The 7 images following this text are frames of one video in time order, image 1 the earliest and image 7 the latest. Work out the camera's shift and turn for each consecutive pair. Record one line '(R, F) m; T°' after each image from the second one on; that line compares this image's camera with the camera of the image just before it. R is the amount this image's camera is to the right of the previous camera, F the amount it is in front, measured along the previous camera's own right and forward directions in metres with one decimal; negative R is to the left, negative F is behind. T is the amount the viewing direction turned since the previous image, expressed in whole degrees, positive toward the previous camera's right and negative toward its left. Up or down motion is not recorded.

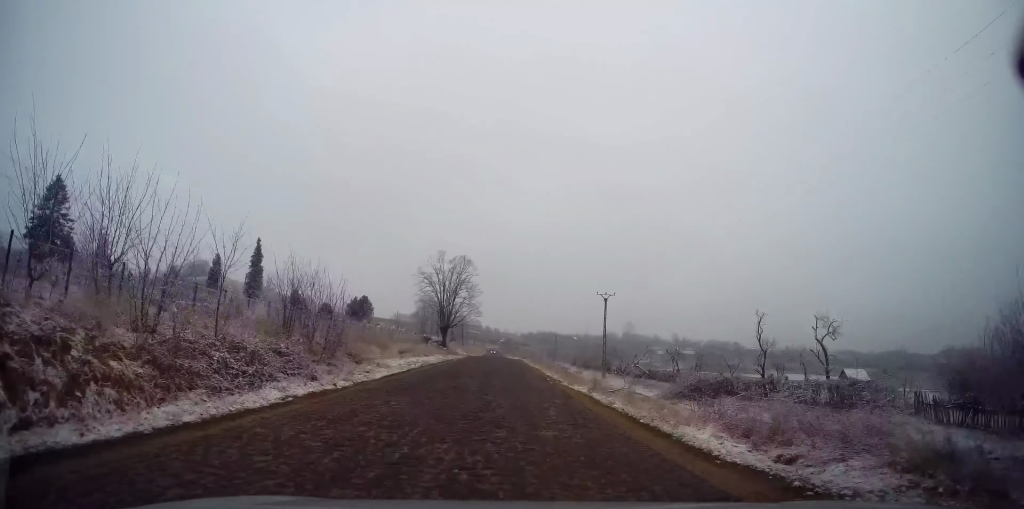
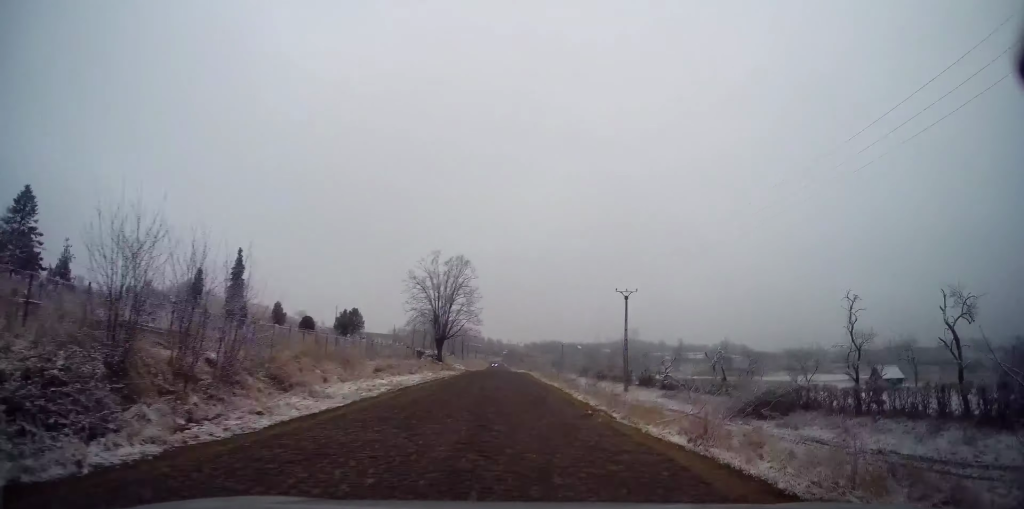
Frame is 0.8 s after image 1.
(+0.2, +9.7) m; +1°
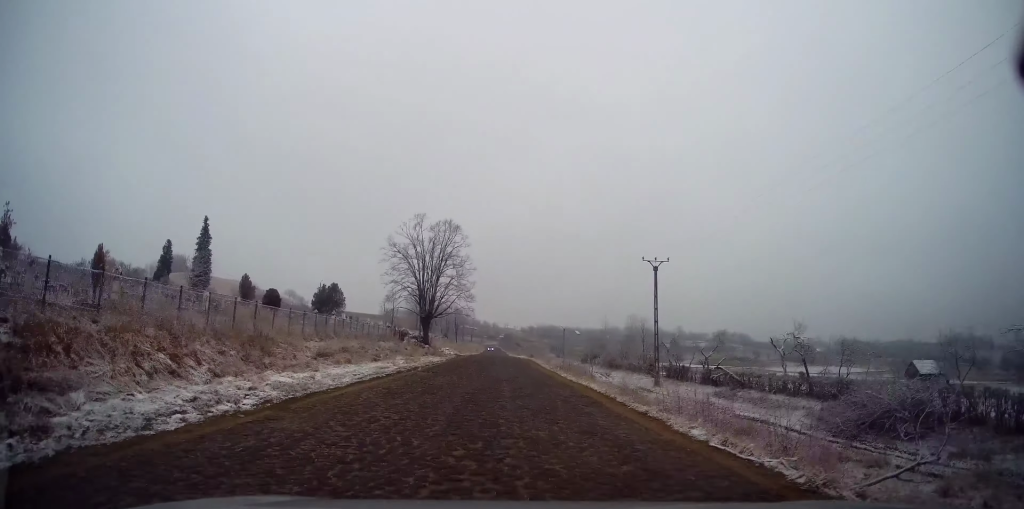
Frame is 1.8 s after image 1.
(0.0, +11.5) m; 0°
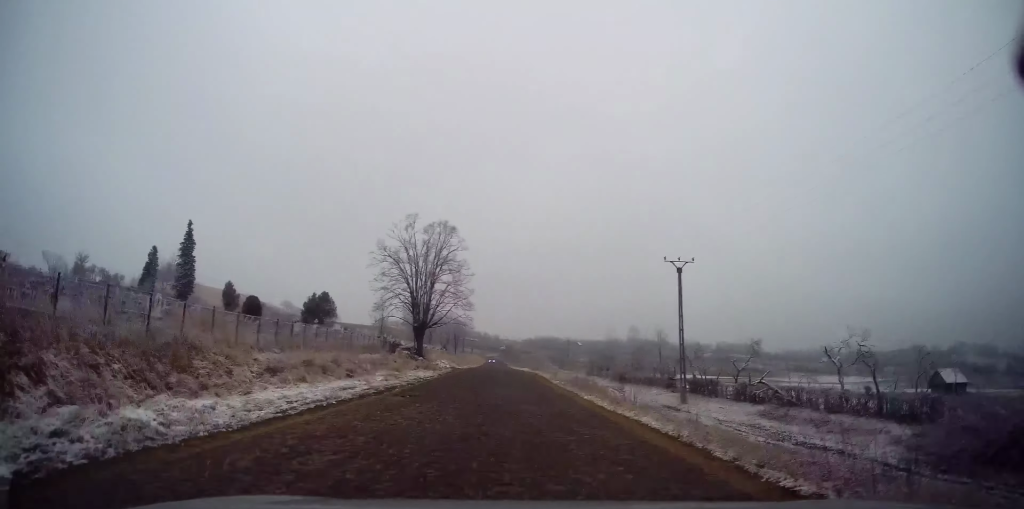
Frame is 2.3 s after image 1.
(-0.1, +5.7) m; 0°
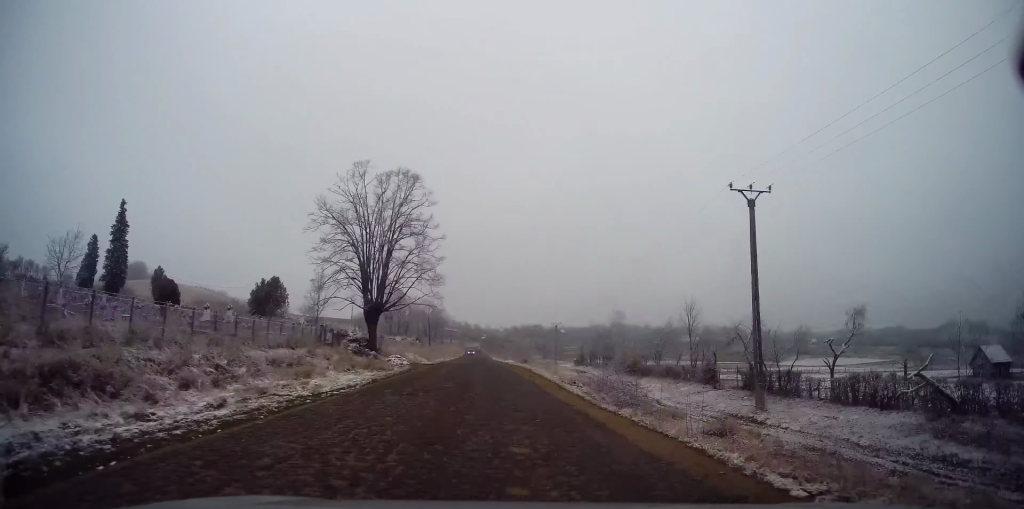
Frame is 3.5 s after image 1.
(+0.3, +13.7) m; +1°
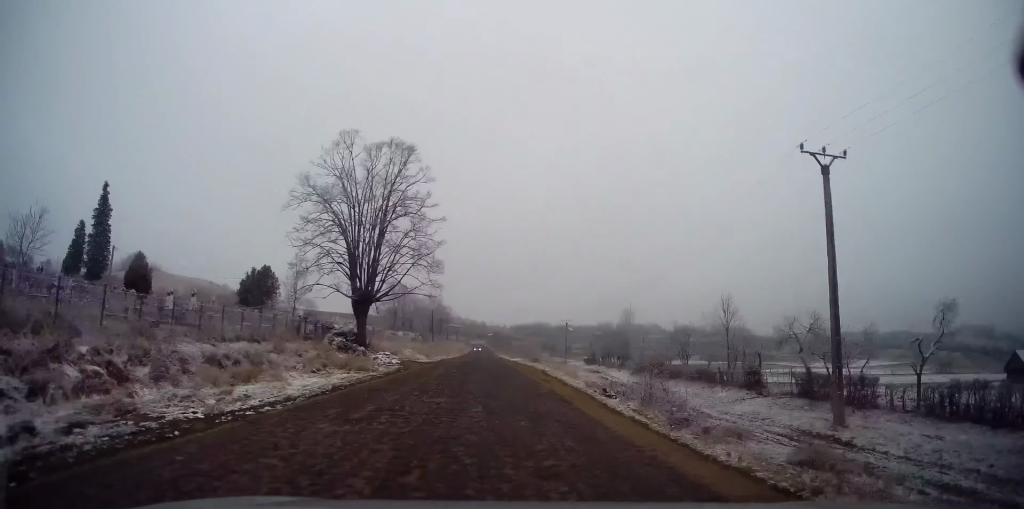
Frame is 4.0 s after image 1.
(0.0, +5.7) m; -1°
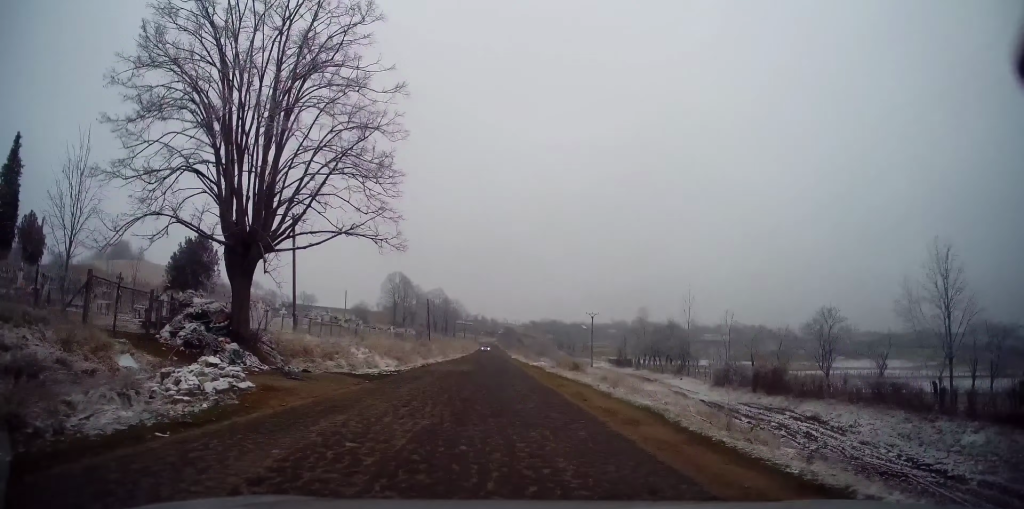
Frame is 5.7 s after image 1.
(-0.1, +19.6) m; -1°
